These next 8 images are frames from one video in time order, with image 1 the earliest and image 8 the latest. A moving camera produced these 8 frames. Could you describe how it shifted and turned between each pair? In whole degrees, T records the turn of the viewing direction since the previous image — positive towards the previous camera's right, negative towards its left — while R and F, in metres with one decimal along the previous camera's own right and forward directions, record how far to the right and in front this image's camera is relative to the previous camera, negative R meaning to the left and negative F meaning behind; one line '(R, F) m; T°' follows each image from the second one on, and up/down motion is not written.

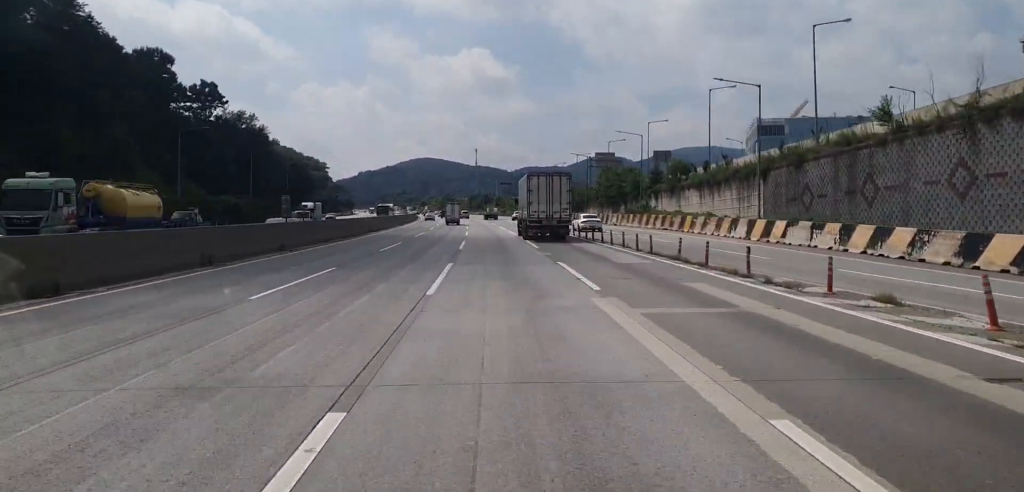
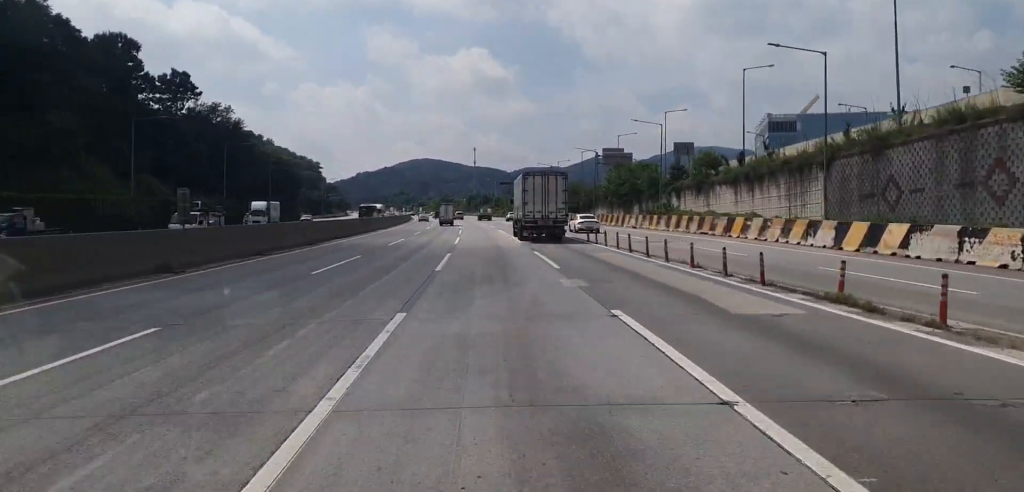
(0.0, +13.0) m; 0°
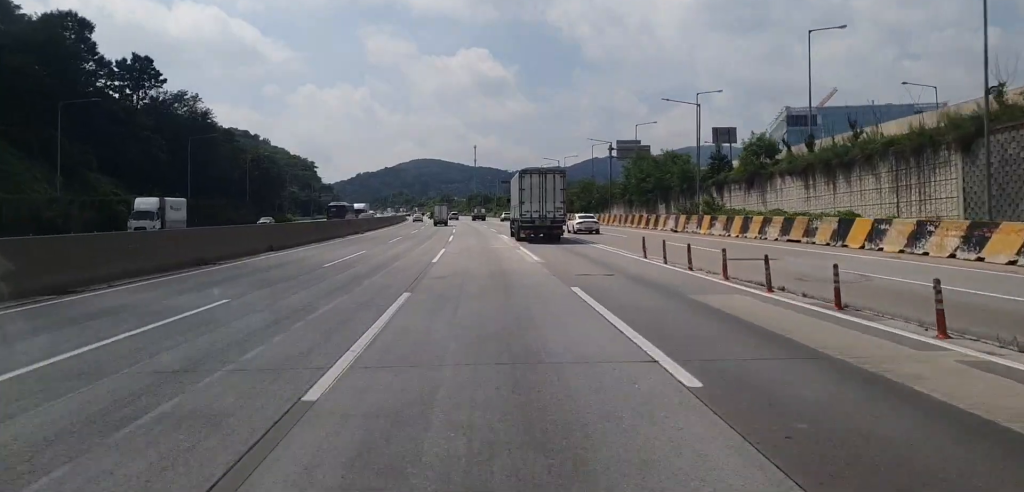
(0.0, +16.1) m; 0°
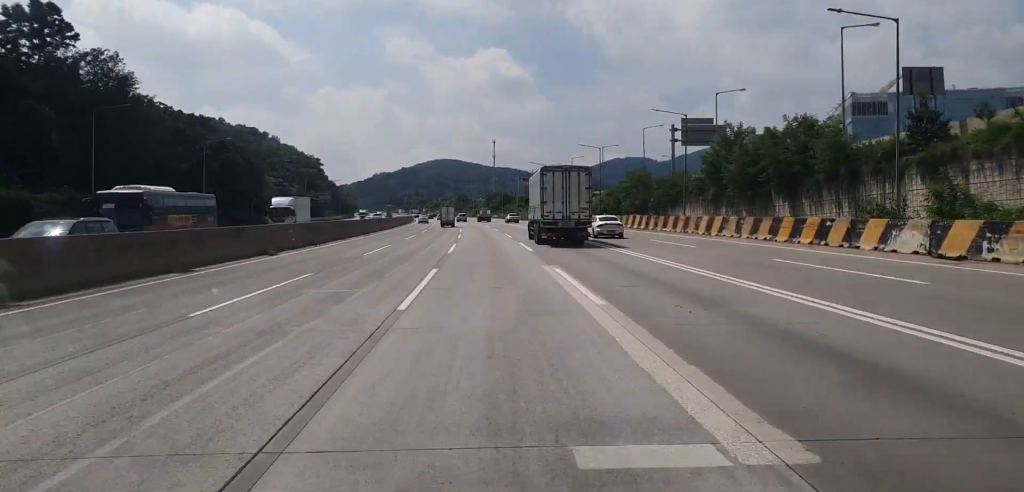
(-0.4, +33.2) m; -2°
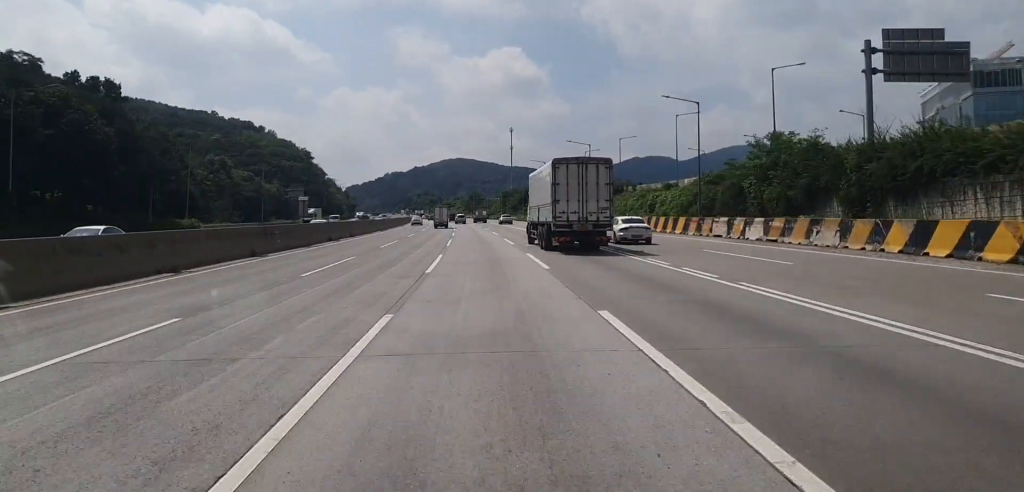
(-0.7, +50.5) m; -1°
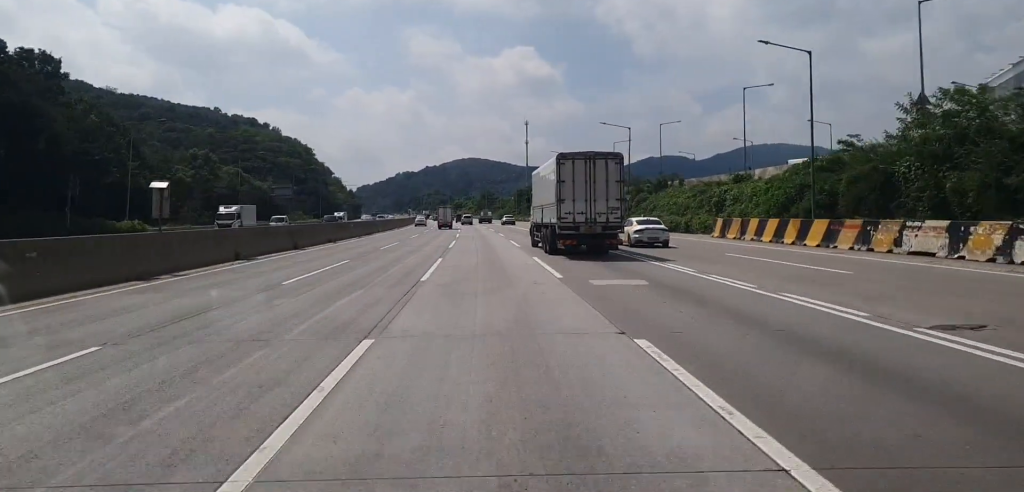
(-0.1, +22.6) m; -1°
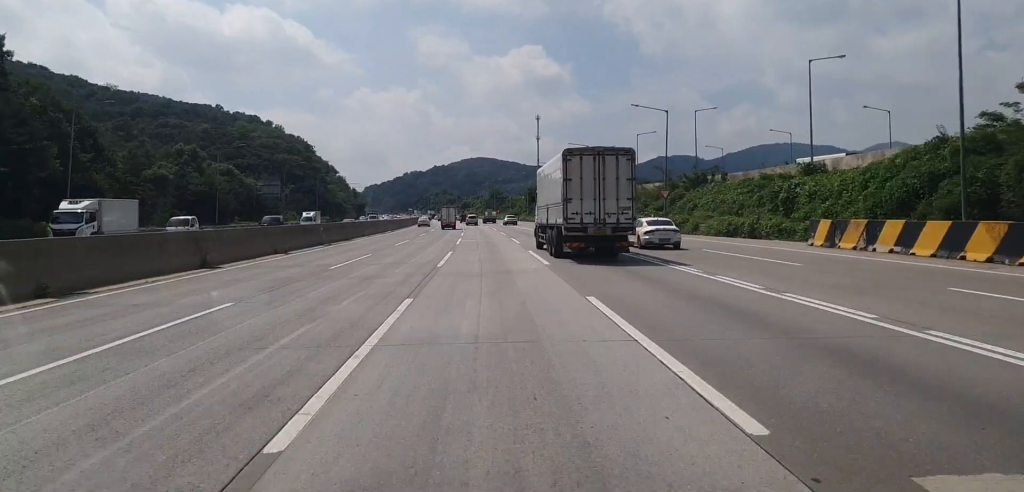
(0.0, +14.8) m; -1°
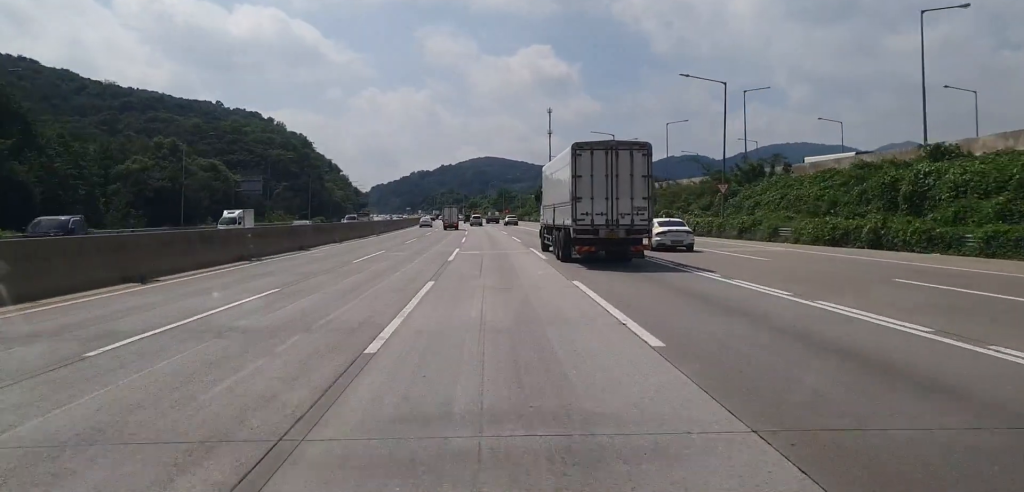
(-0.2, +16.4) m; 0°
